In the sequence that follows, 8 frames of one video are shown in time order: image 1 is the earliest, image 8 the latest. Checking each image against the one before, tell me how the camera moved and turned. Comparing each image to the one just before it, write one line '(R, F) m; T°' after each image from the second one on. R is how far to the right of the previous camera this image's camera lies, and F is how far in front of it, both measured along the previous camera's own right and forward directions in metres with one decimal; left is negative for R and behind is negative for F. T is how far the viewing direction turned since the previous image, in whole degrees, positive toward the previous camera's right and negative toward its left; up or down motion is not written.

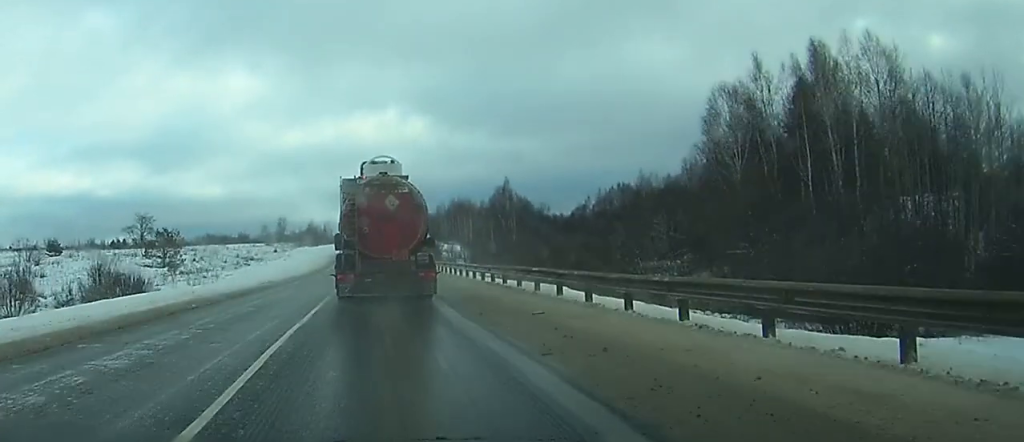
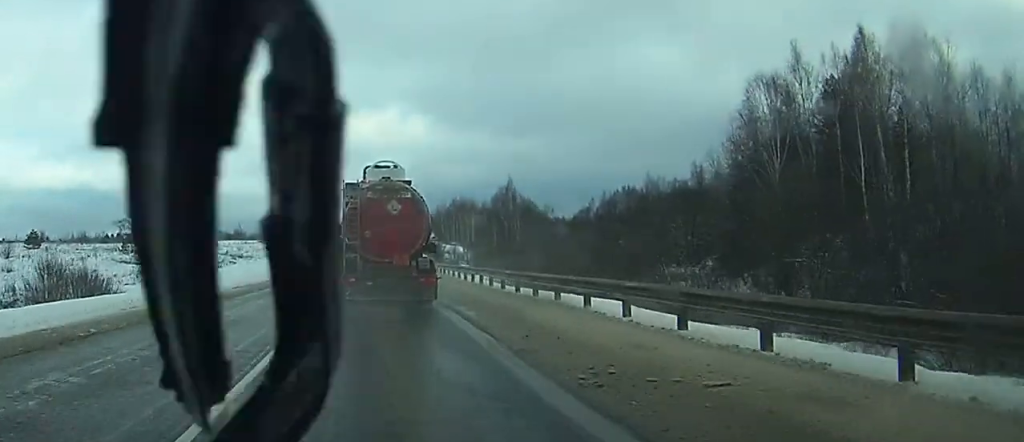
(0.0, +9.1) m; 0°
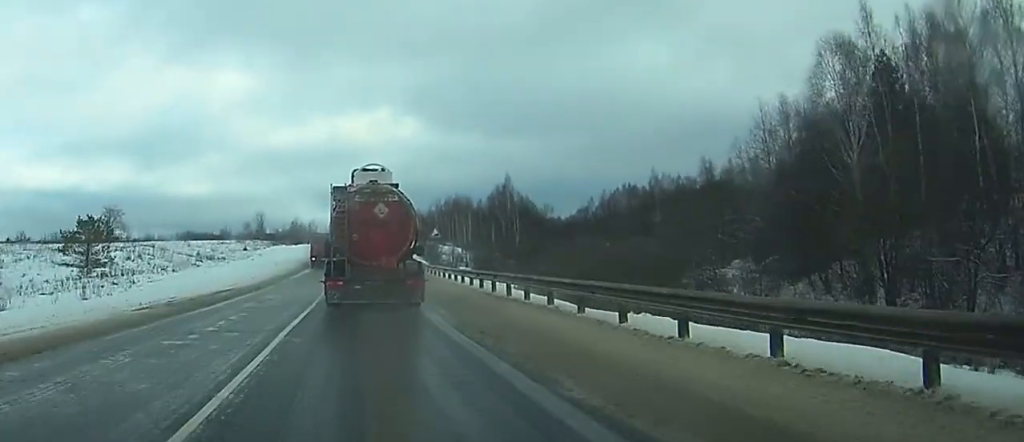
(0.0, +16.0) m; 0°
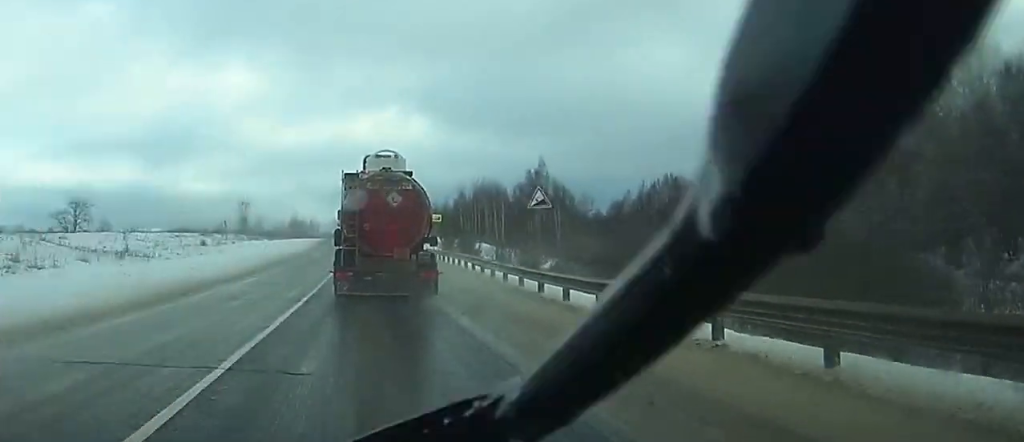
(+0.2, +39.9) m; +1°
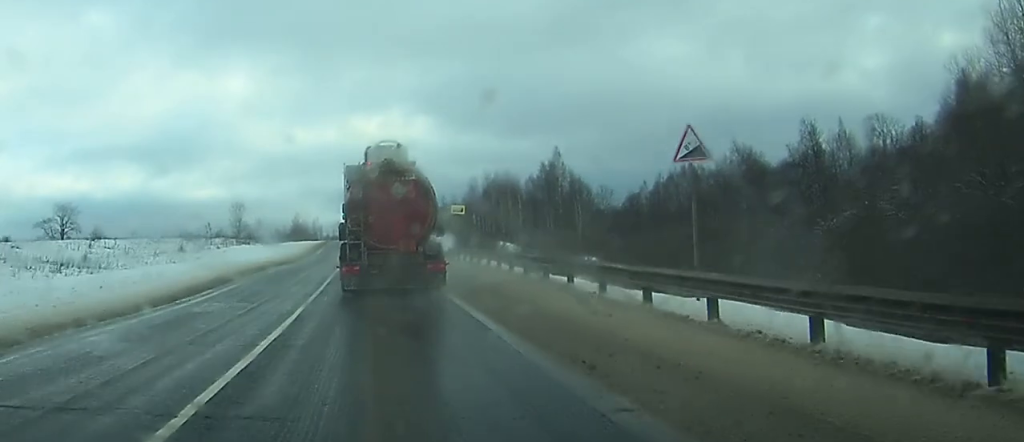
(0.0, +13.9) m; 0°
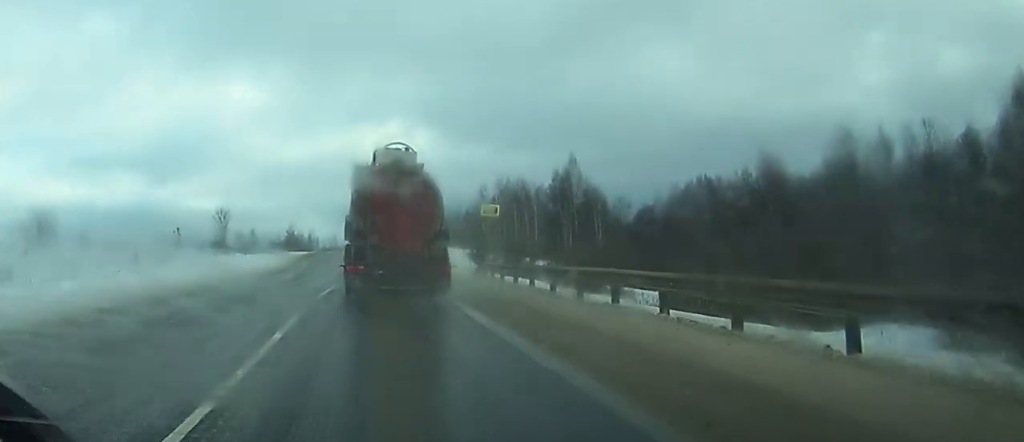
(0.0, +15.3) m; 0°
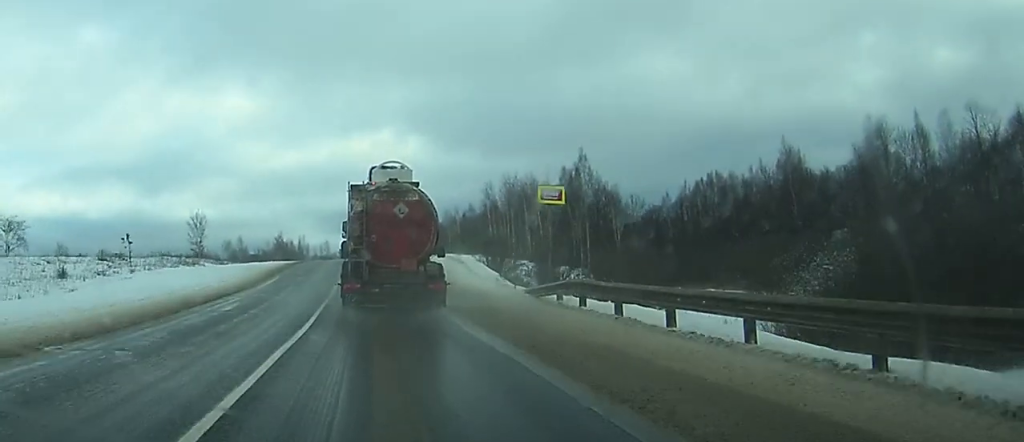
(0.0, +15.5) m; 0°
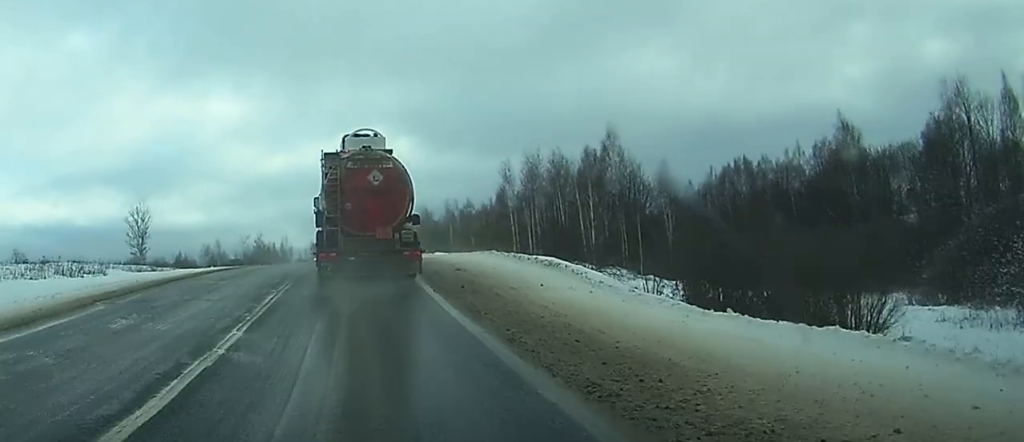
(+0.1, +28.3) m; 0°
